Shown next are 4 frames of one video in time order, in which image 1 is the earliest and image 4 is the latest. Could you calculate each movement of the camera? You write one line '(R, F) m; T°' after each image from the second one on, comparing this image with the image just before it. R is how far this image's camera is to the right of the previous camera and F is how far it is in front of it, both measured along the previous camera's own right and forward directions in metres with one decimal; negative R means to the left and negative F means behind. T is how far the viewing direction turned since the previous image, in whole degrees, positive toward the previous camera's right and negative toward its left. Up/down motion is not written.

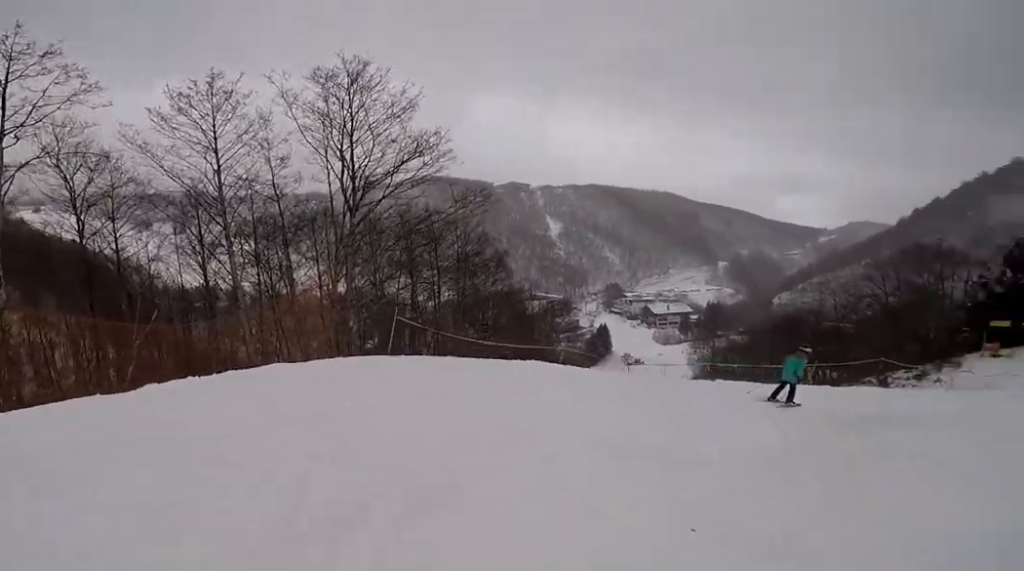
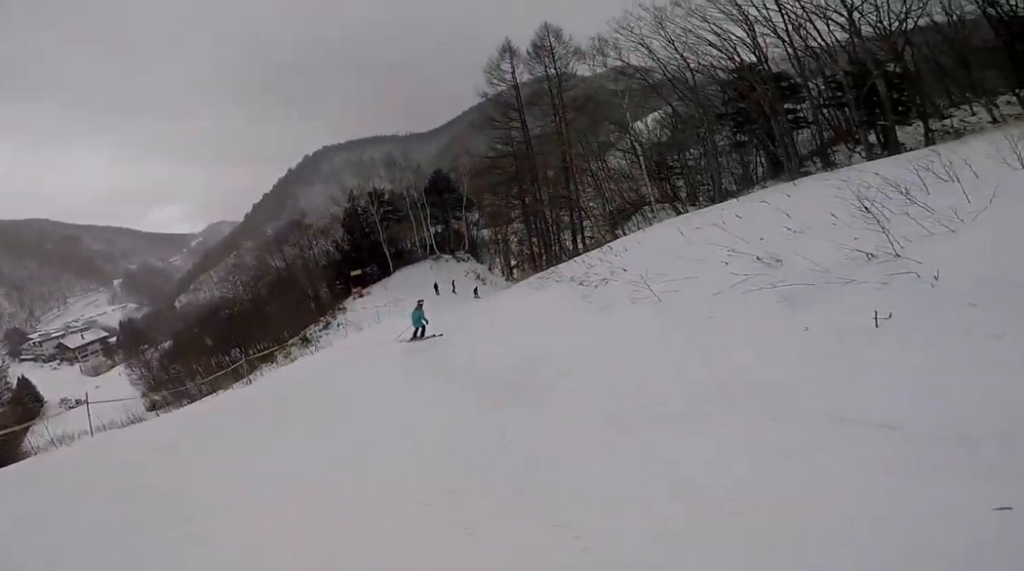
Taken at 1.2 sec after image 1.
(+2.6, +3.0) m; +57°
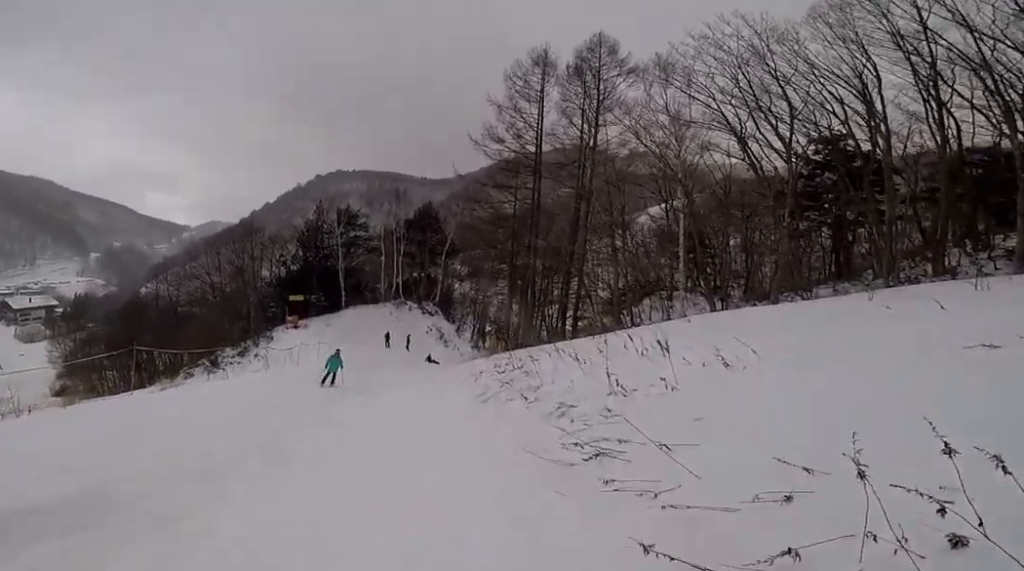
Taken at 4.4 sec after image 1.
(+1.6, +12.9) m; -6°
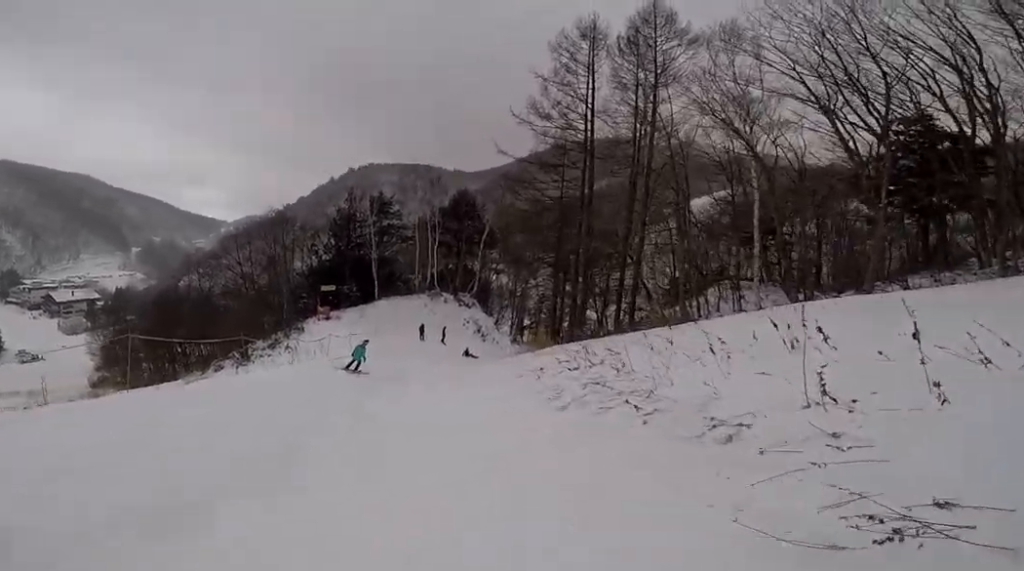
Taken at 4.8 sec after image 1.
(+0.1, +2.0) m; -5°
